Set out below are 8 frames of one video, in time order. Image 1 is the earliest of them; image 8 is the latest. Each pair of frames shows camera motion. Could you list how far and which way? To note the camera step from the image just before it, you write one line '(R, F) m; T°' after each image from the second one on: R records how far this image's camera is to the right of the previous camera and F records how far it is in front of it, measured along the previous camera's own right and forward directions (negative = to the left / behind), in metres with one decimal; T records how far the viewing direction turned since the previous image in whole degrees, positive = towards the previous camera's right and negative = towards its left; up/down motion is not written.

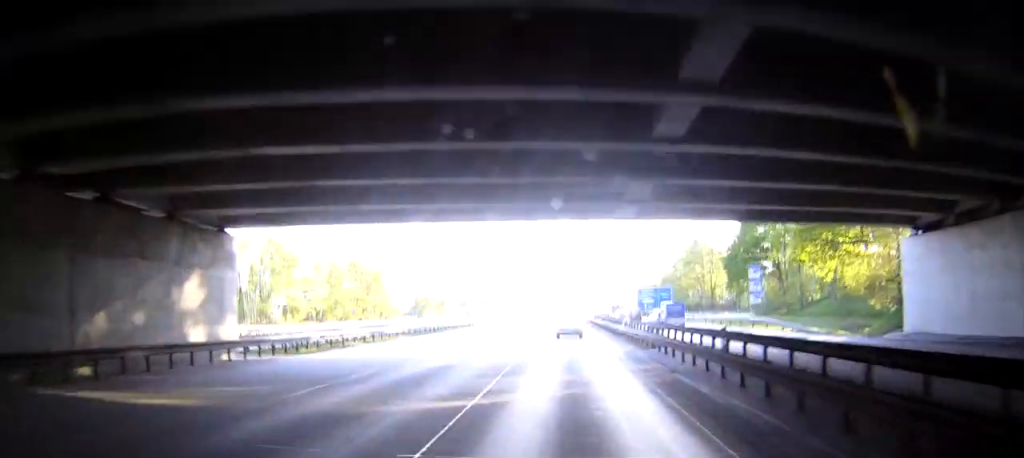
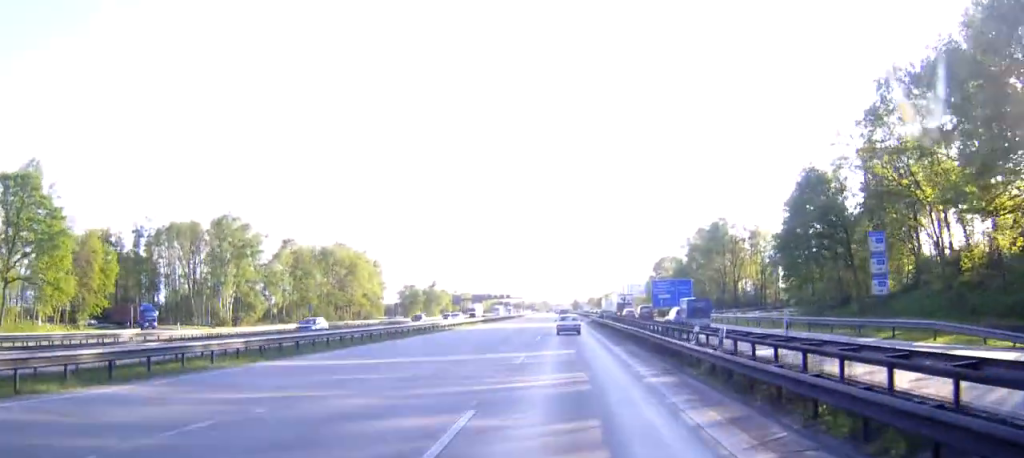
(0.0, +25.0) m; -1°
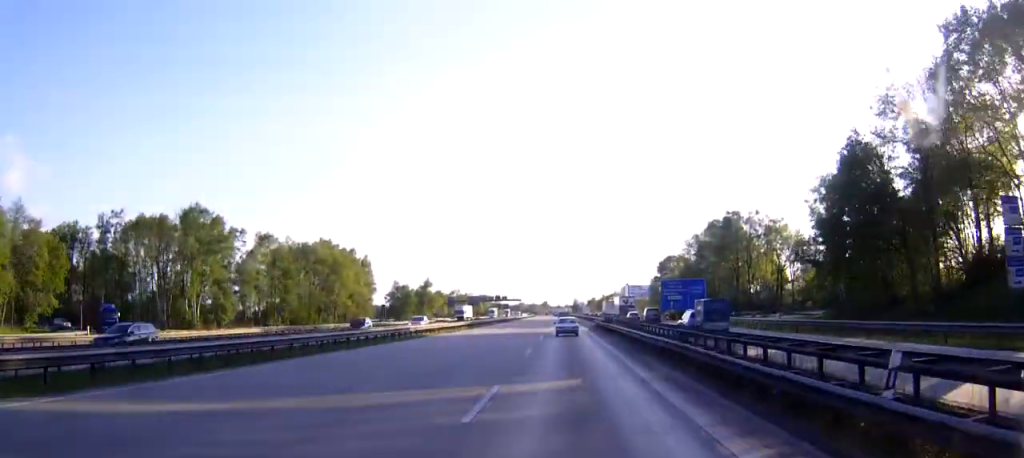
(-0.3, +13.0) m; -1°
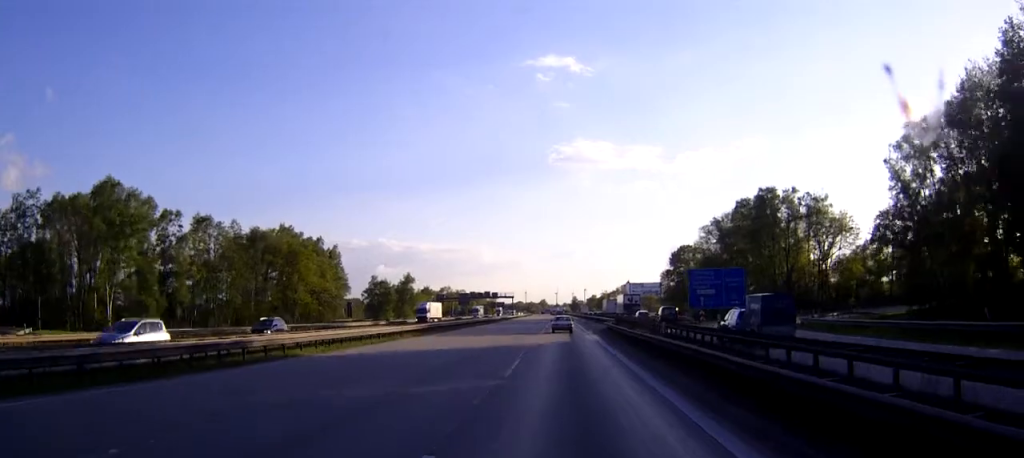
(-0.1, +26.8) m; 0°
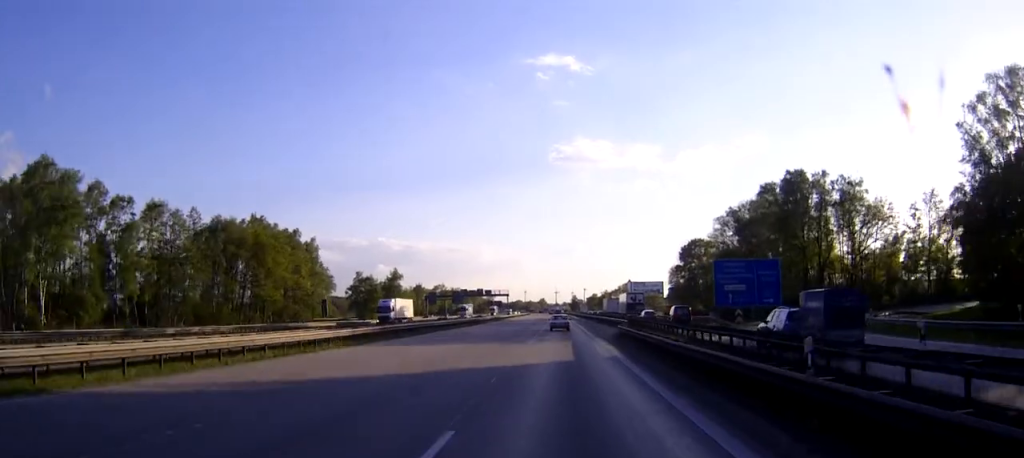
(0.0, +15.8) m; 0°
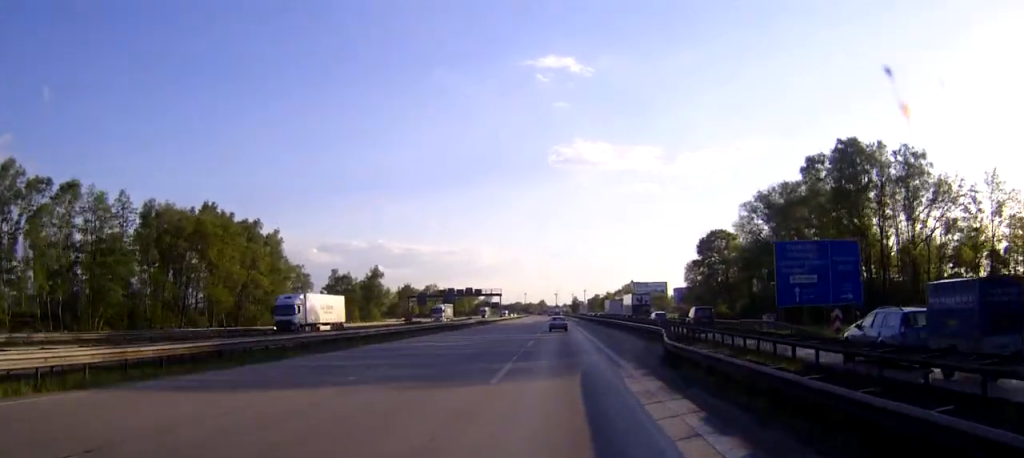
(0.0, +21.6) m; 0°
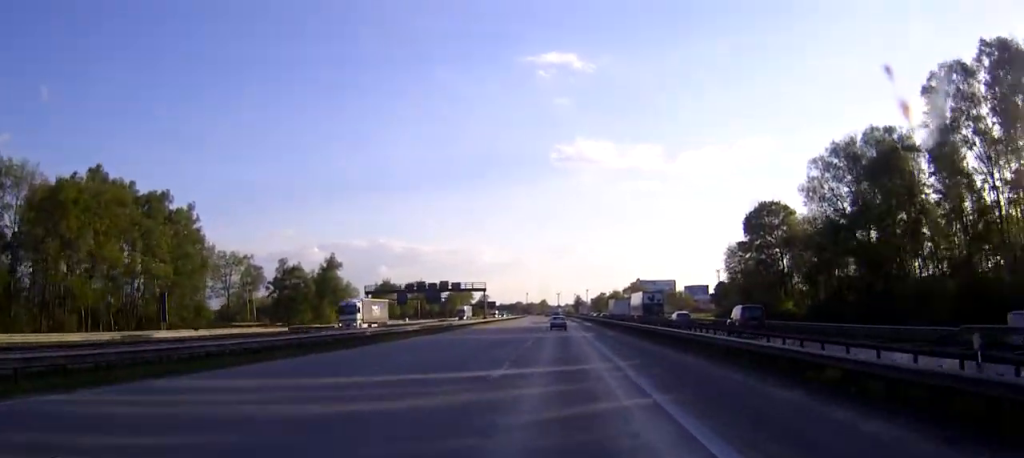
(-0.1, +35.4) m; 0°
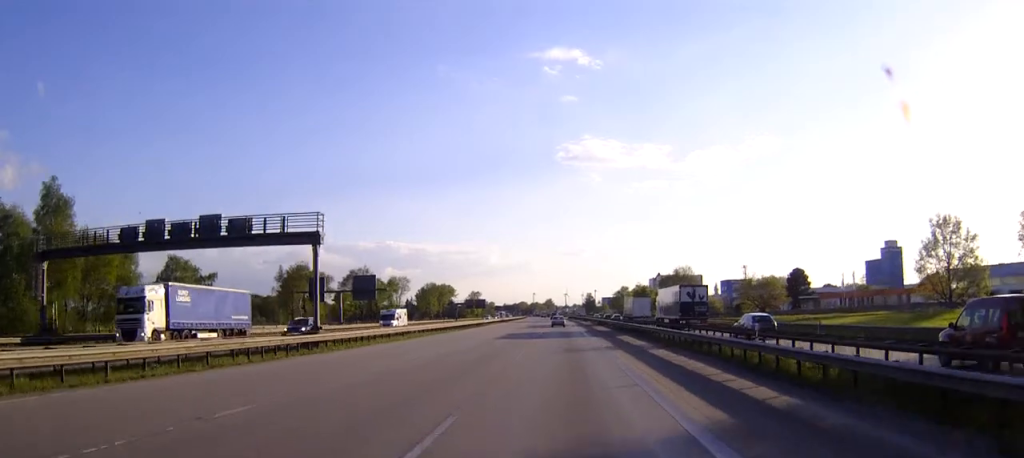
(0.0, +85.5) m; 0°
